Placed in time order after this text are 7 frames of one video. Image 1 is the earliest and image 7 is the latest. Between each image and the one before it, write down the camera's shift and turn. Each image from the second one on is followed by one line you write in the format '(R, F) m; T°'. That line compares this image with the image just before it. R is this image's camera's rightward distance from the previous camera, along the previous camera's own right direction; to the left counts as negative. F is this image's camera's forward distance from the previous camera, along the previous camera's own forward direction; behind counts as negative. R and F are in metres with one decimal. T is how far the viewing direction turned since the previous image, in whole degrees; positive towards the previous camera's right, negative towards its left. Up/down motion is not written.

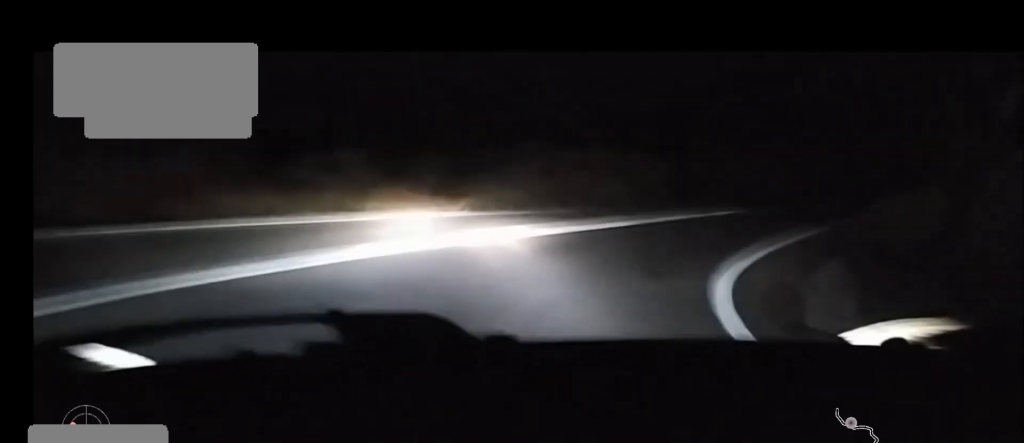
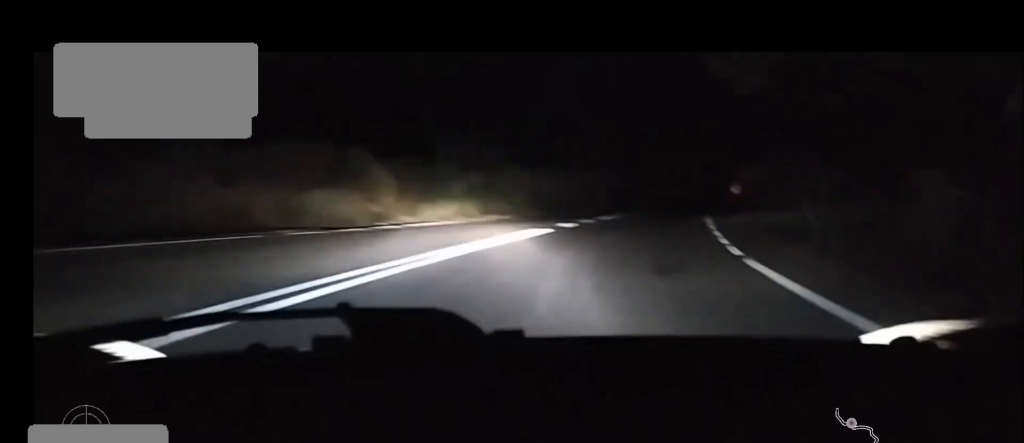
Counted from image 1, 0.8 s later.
(+2.5, +12.7) m; +20°
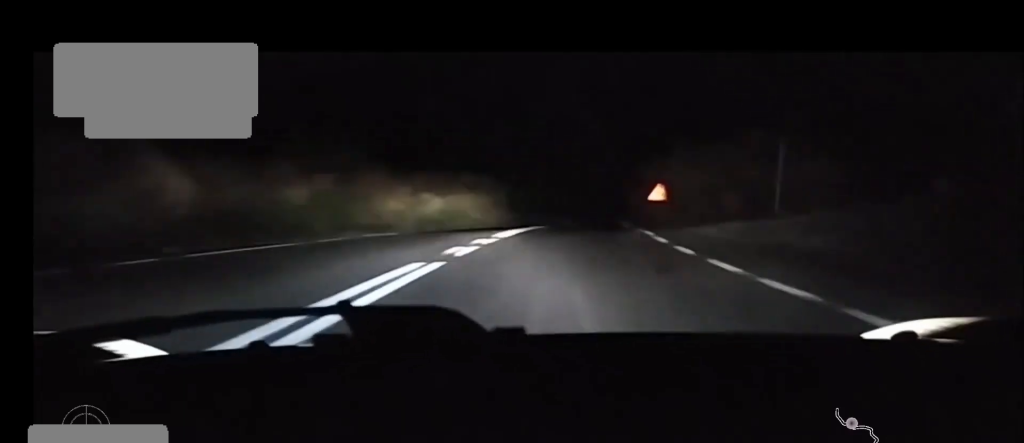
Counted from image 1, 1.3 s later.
(+1.1, +7.8) m; +9°
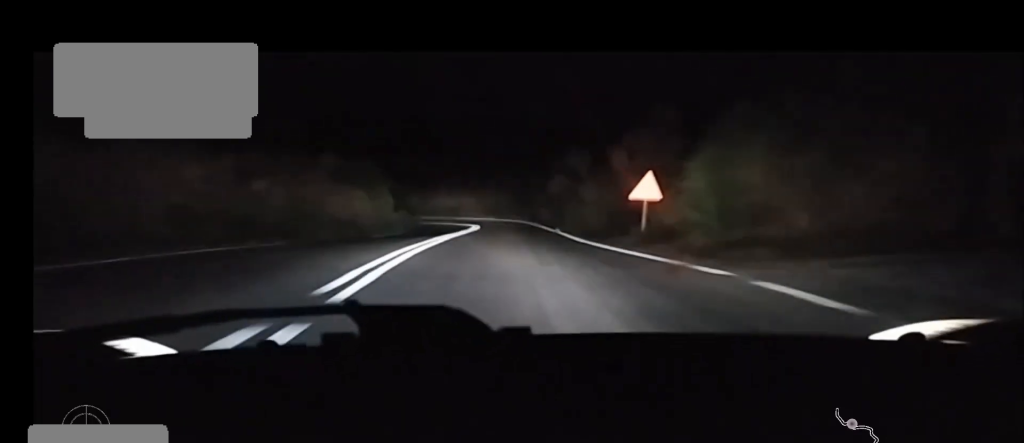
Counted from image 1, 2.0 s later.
(+1.2, +12.0) m; +7°
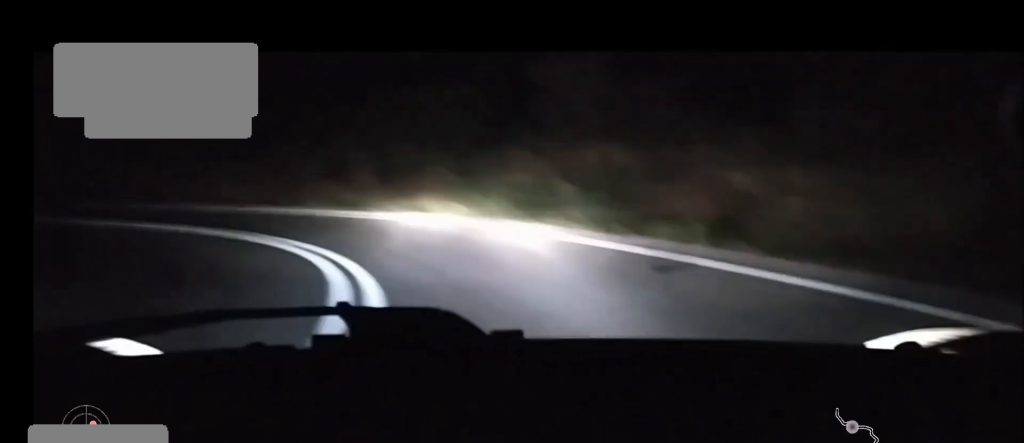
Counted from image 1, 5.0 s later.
(-0.8, +49.1) m; -21°
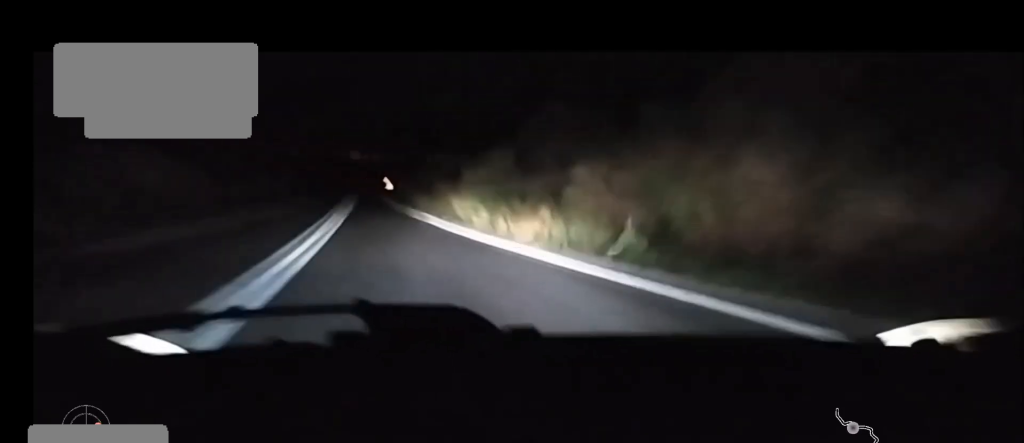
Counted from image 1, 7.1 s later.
(-15.2, +26.1) m; -51°
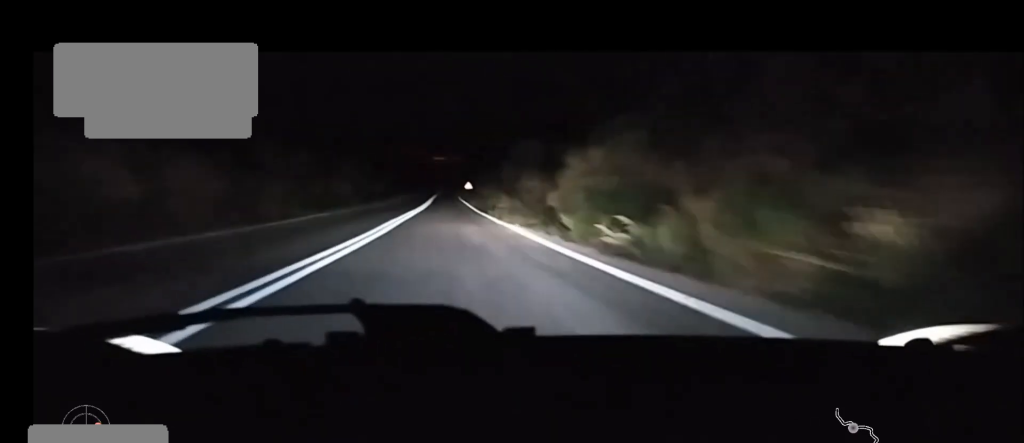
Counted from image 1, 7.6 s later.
(-0.2, +9.6) m; -7°
